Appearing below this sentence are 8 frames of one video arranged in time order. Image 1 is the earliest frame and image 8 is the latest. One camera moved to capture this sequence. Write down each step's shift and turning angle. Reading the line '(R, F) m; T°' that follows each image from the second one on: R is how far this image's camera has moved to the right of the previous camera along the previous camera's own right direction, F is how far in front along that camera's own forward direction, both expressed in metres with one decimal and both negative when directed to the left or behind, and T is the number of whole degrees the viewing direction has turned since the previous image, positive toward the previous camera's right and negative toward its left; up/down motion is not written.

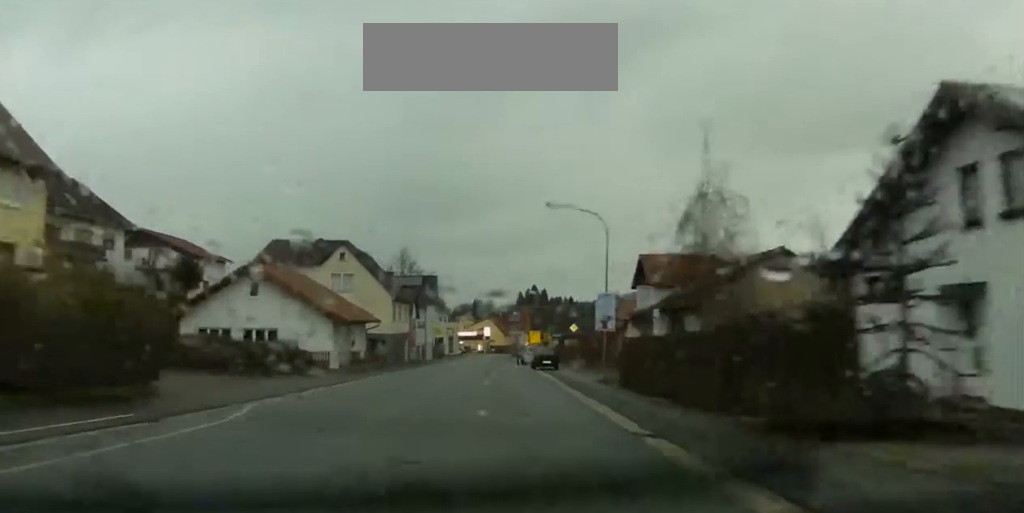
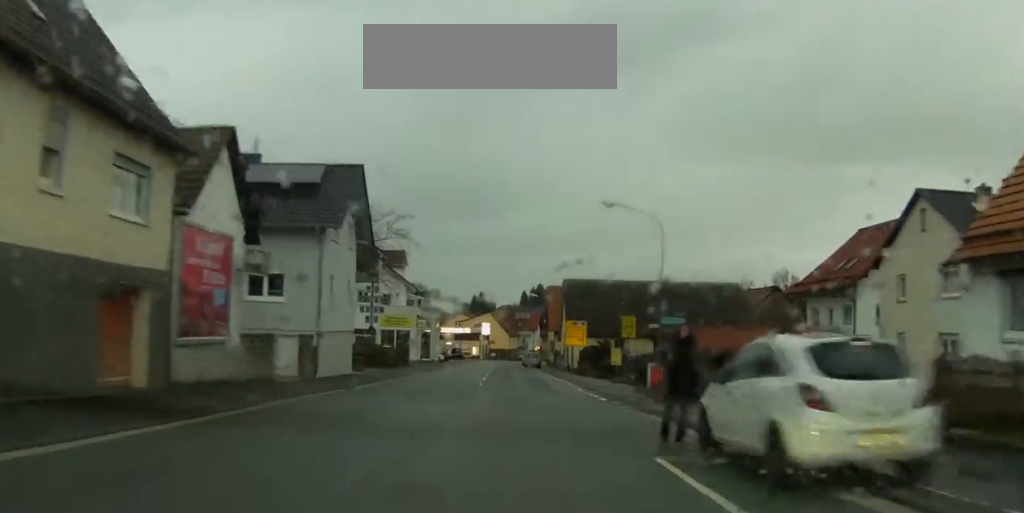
(+0.5, +56.7) m; 0°
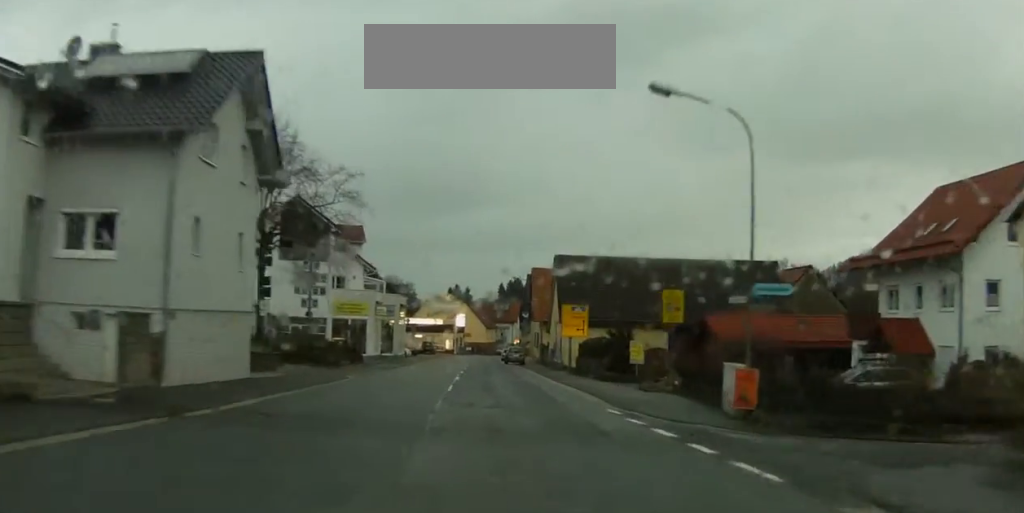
(-0.1, +13.0) m; 0°
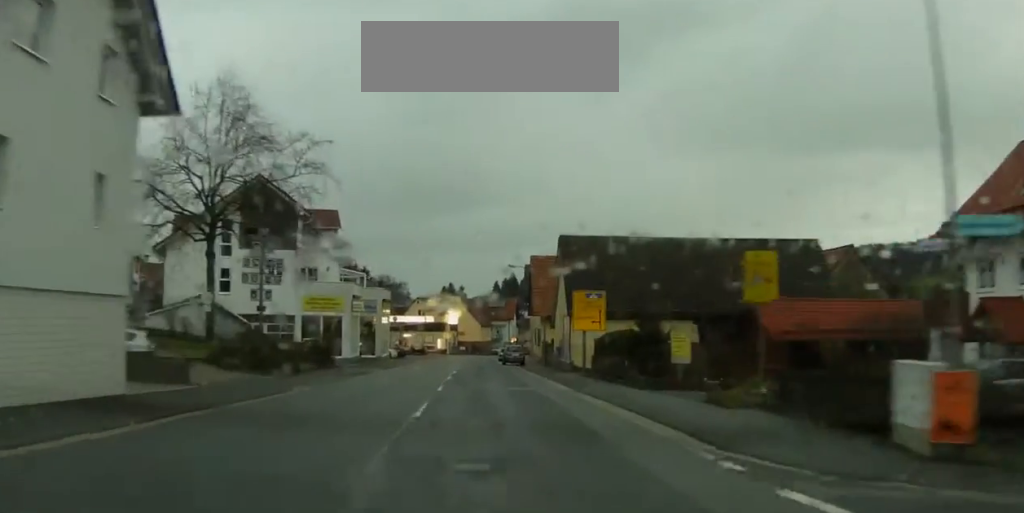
(-0.1, +8.5) m; 0°
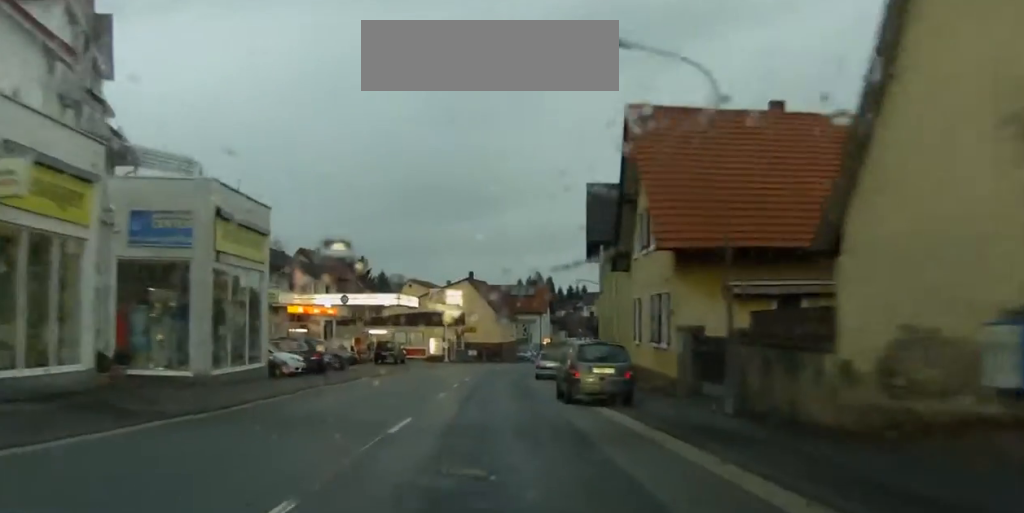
(+0.2, +42.9) m; 0°
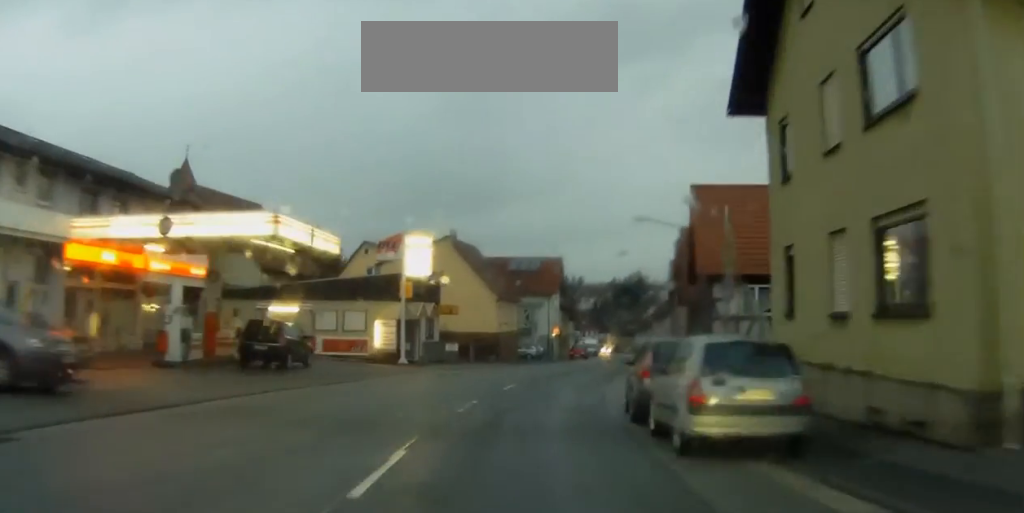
(+0.5, +31.4) m; +3°
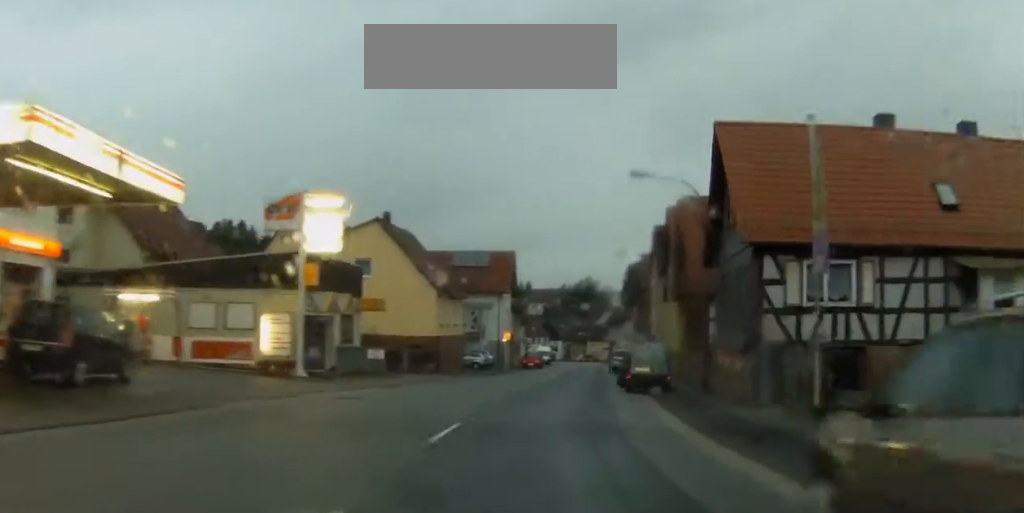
(+0.1, +12.5) m; +2°
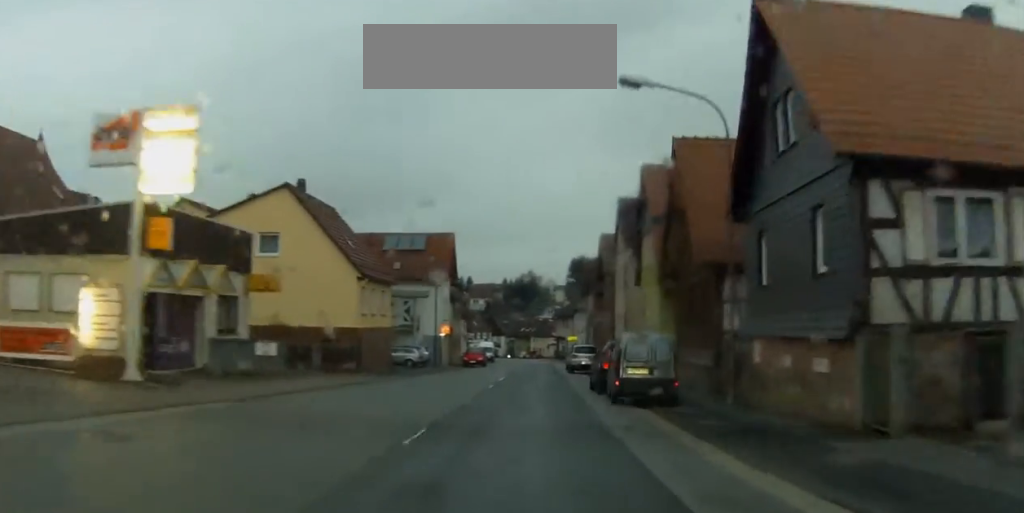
(0.0, +10.7) m; +2°
